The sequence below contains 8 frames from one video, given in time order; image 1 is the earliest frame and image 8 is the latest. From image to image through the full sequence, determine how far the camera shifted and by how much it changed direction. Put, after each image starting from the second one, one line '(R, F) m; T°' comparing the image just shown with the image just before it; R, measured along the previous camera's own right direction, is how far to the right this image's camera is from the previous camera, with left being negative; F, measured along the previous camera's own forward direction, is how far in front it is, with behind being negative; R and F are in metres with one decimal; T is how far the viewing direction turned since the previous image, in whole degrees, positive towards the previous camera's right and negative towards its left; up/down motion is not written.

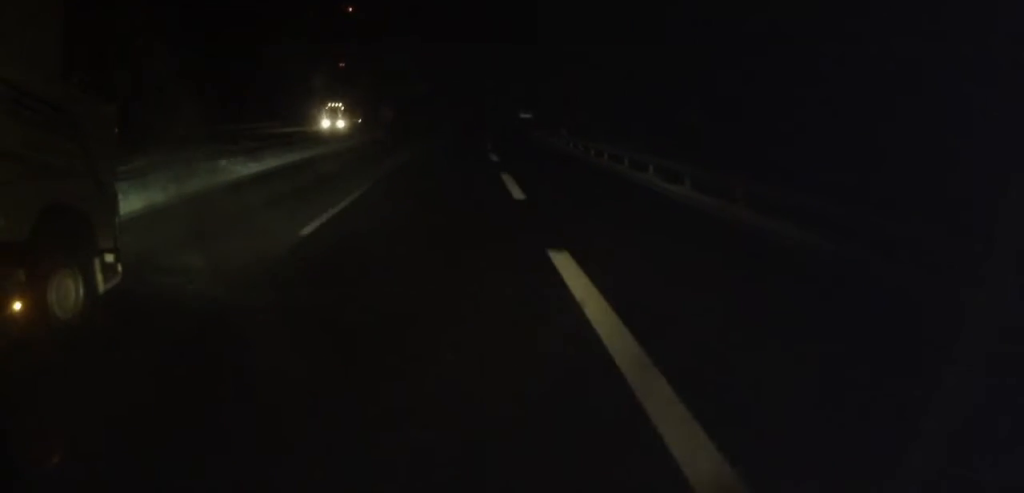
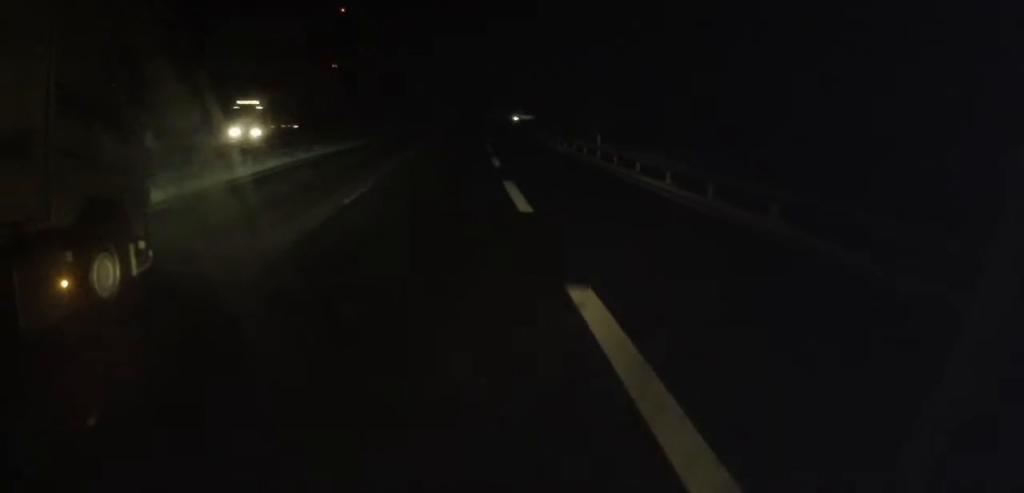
(0.0, +14.0) m; +1°
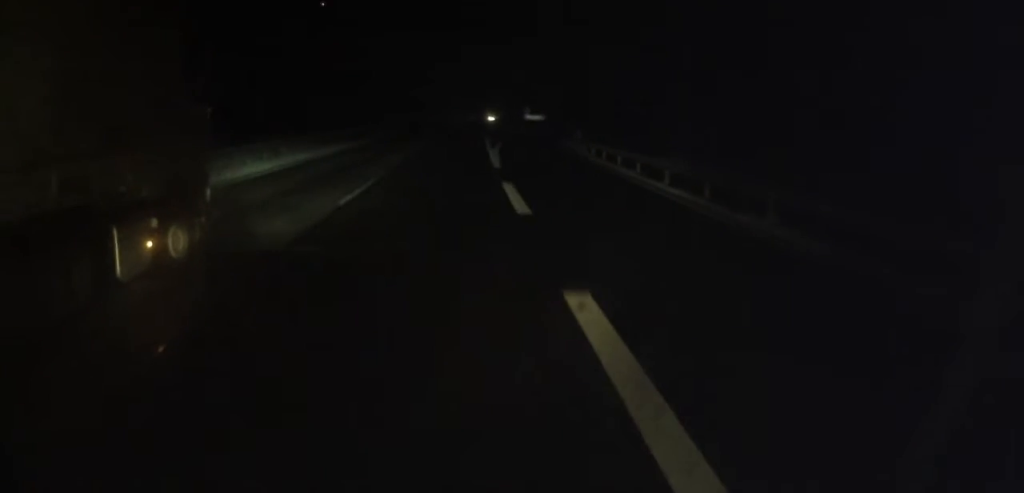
(+1.3, +35.6) m; +2°
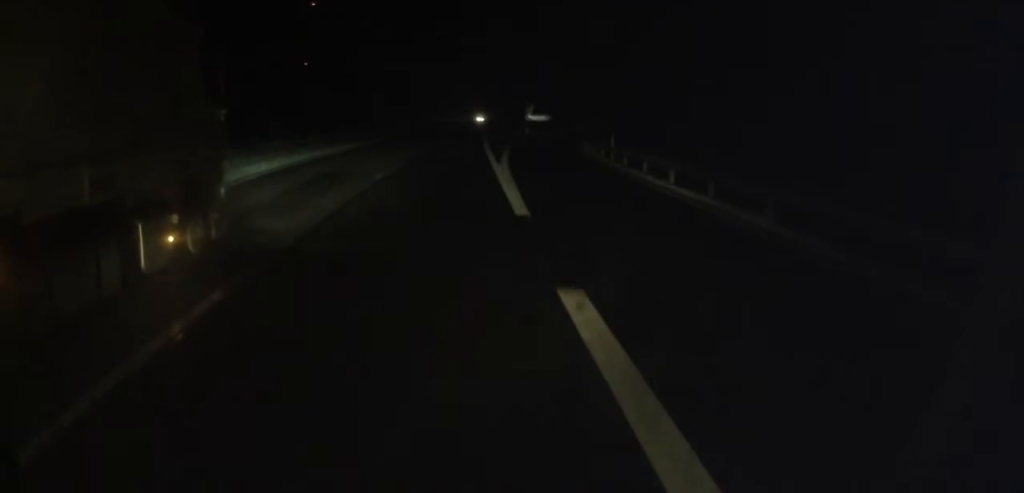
(0.0, +11.6) m; 0°
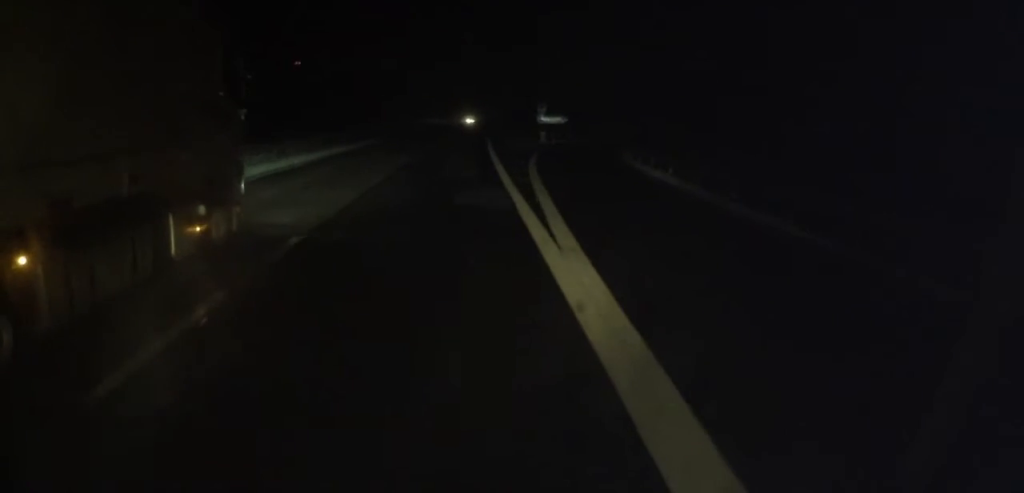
(-0.4, +15.5) m; 0°
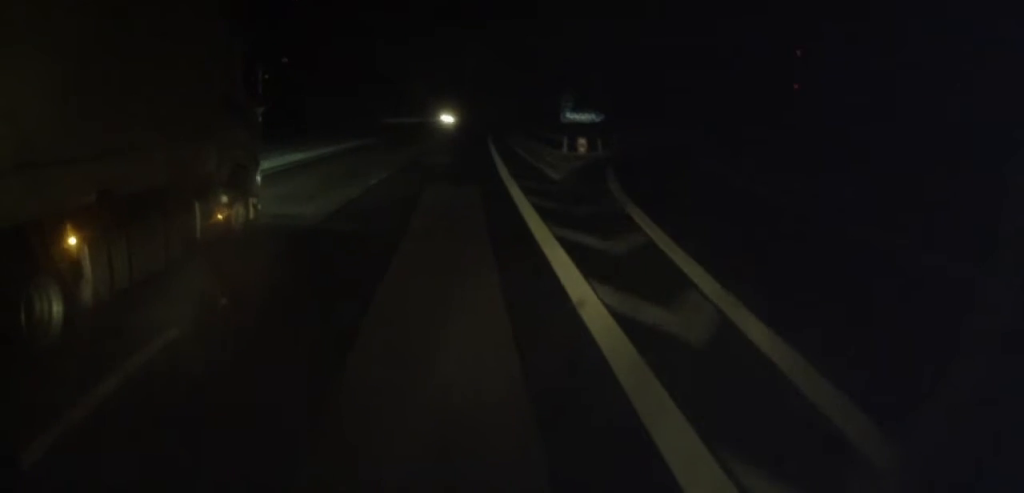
(+0.4, +21.8) m; 0°
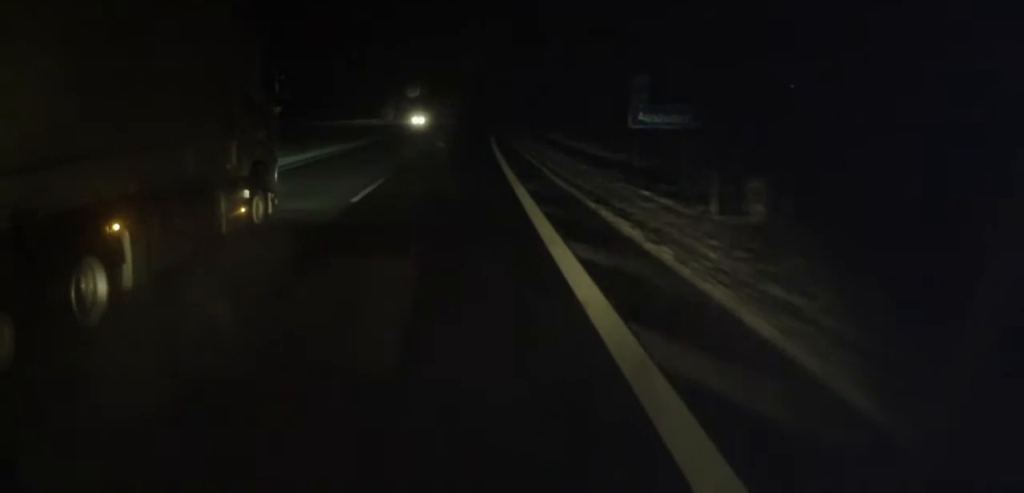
(-0.3, +21.1) m; +1°
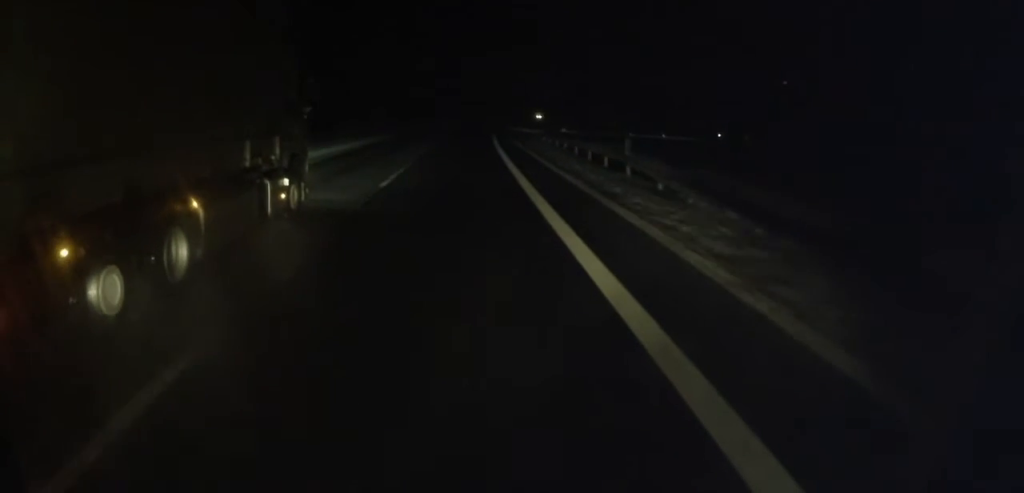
(+2.0, +50.1) m; +4°
